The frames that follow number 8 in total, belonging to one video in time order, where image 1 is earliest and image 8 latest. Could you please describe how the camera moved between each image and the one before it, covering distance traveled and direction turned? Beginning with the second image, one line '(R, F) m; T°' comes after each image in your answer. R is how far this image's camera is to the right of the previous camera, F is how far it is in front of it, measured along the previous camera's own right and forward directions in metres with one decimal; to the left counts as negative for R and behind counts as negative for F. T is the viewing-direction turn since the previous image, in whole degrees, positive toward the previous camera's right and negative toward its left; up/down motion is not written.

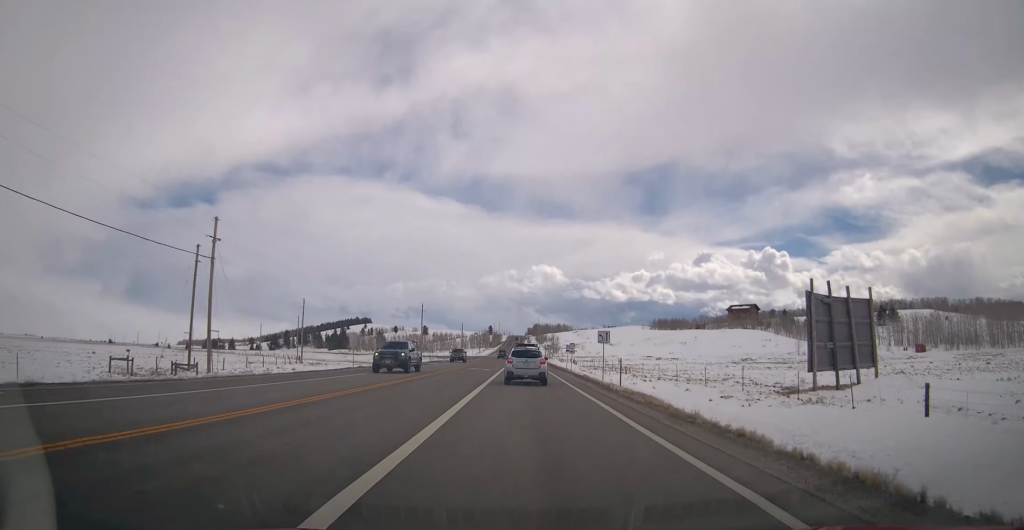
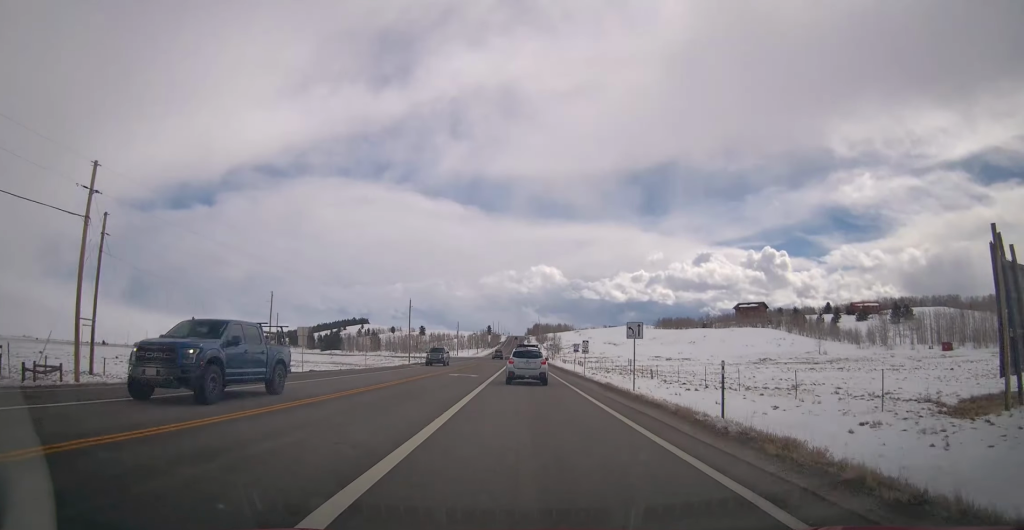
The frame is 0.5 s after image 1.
(0.0, +12.2) m; 0°
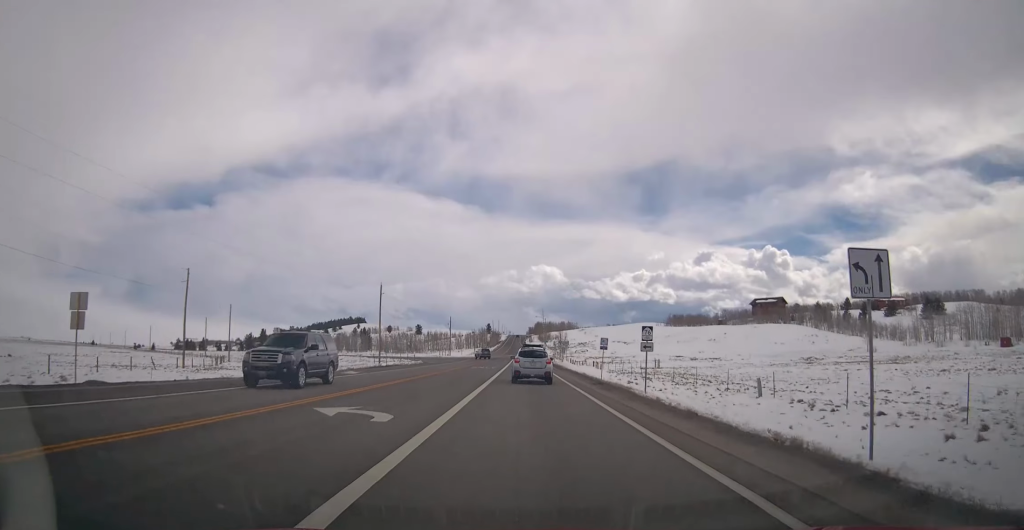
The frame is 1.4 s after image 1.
(0.0, +22.2) m; 0°
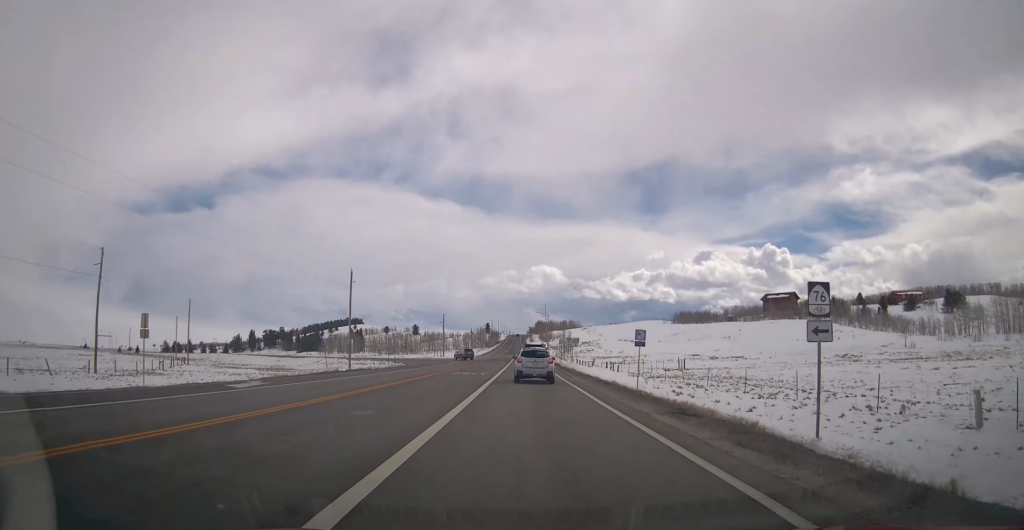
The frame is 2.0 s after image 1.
(0.0, +14.2) m; 0°
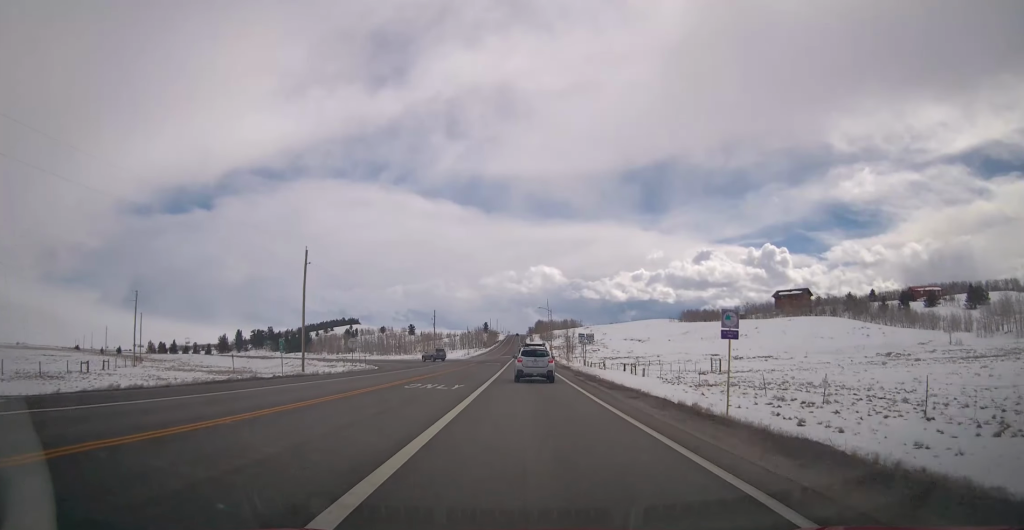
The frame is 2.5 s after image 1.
(0.0, +14.0) m; 0°
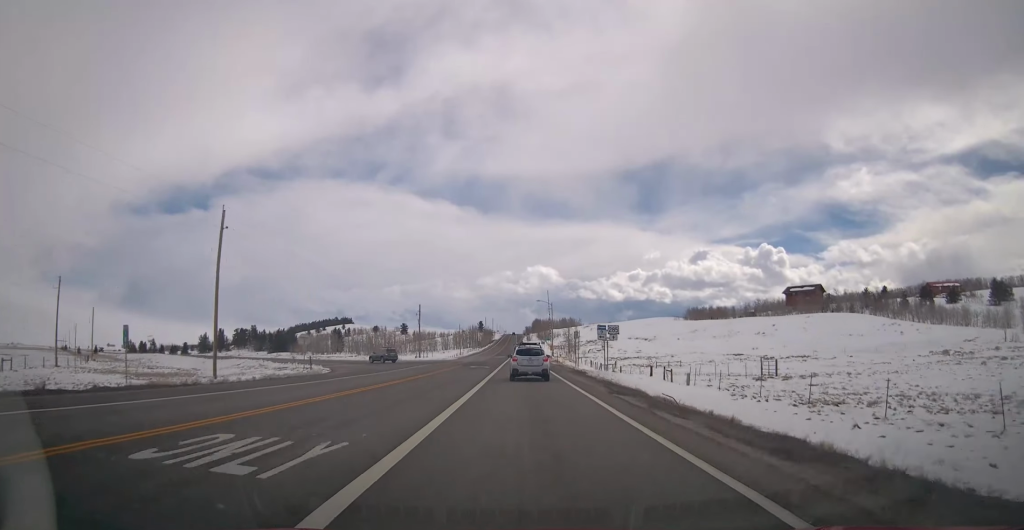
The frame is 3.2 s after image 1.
(0.0, +15.6) m; 0°
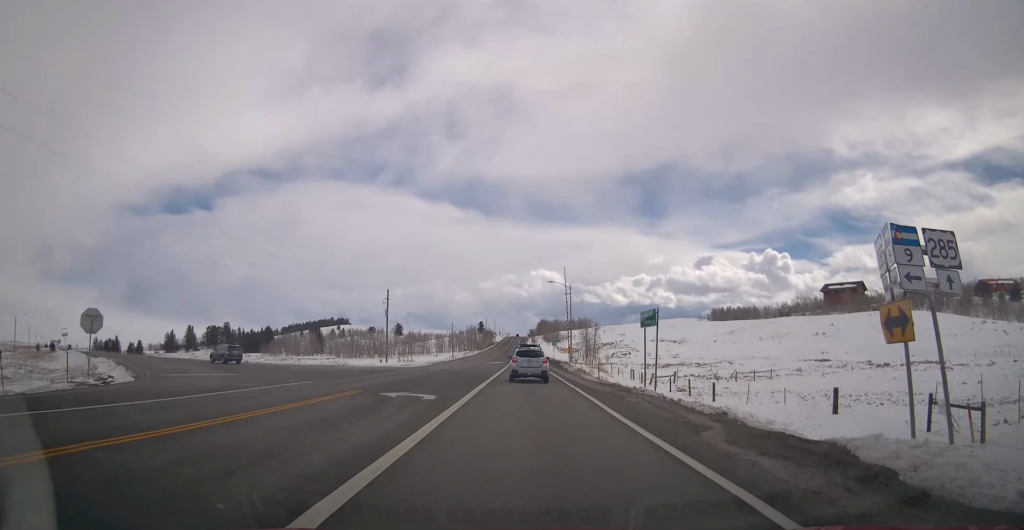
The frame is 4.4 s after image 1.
(0.0, +30.6) m; +1°
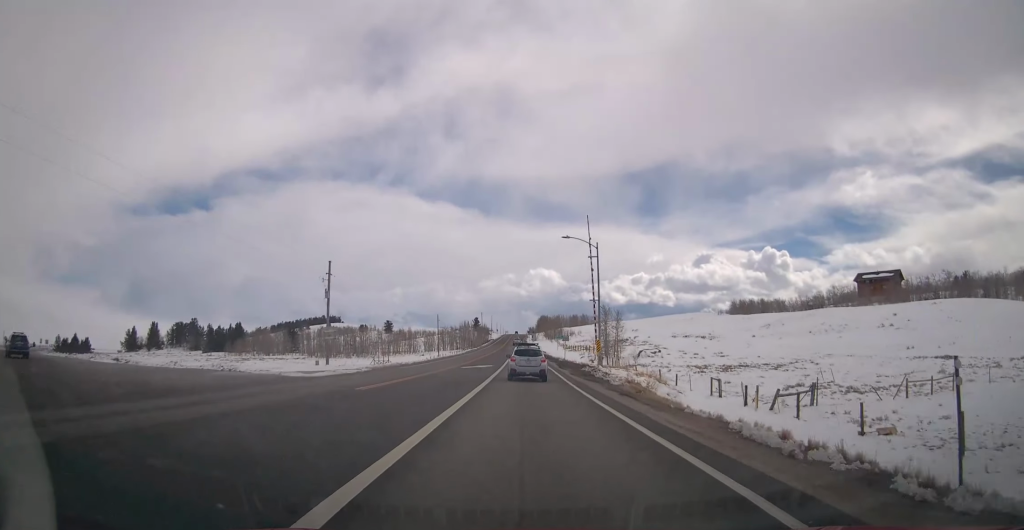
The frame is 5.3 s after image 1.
(+0.4, +25.3) m; 0°
